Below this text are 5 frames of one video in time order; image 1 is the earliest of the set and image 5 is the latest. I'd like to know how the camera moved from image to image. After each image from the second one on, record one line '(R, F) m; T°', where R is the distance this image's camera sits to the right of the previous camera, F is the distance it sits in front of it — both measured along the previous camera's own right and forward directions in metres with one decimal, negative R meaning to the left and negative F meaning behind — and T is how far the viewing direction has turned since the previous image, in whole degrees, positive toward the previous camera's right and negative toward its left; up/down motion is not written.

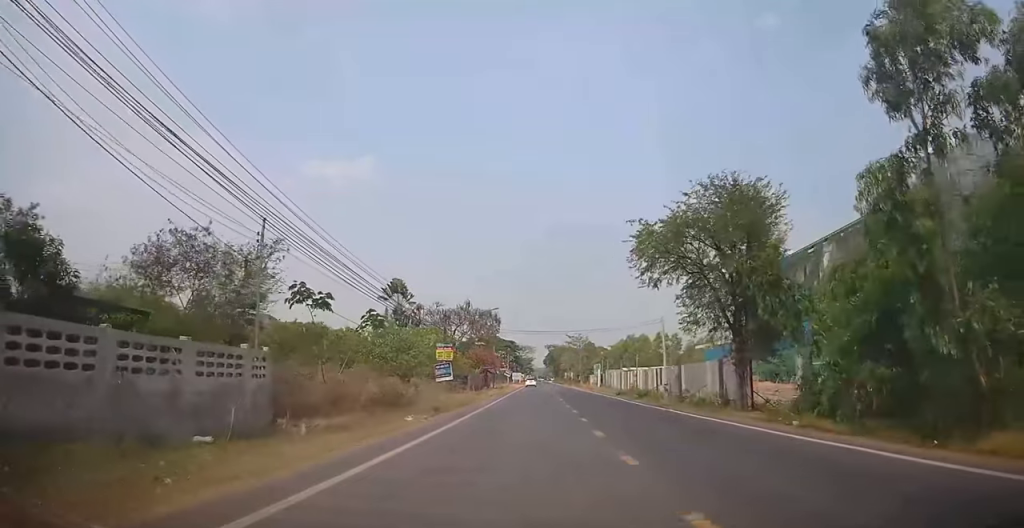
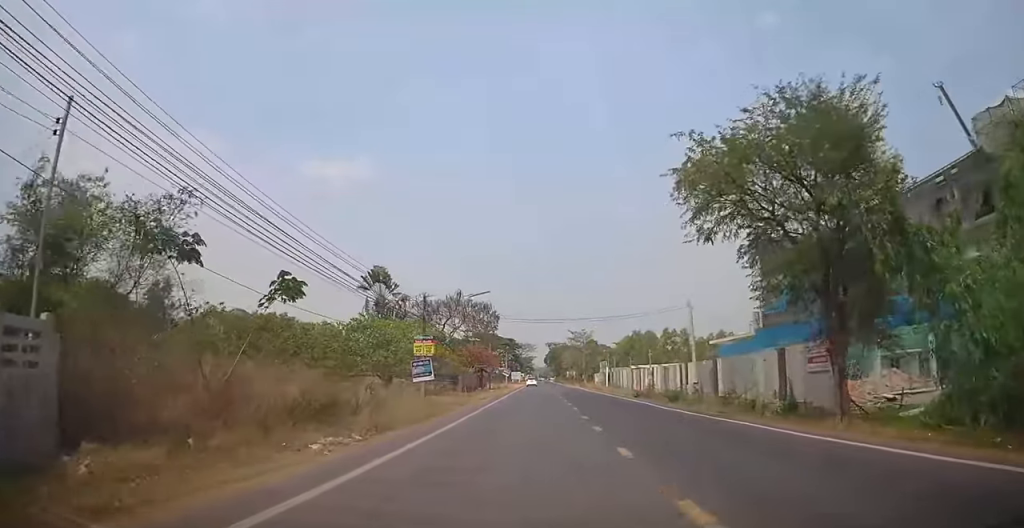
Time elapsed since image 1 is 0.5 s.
(0.0, +7.7) m; 0°
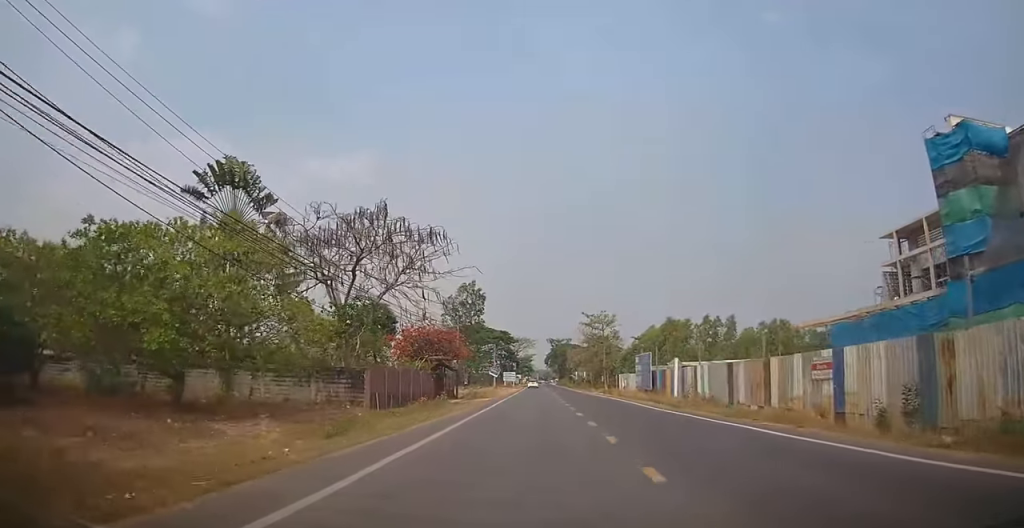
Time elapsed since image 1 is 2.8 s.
(0.0, +30.9) m; -1°
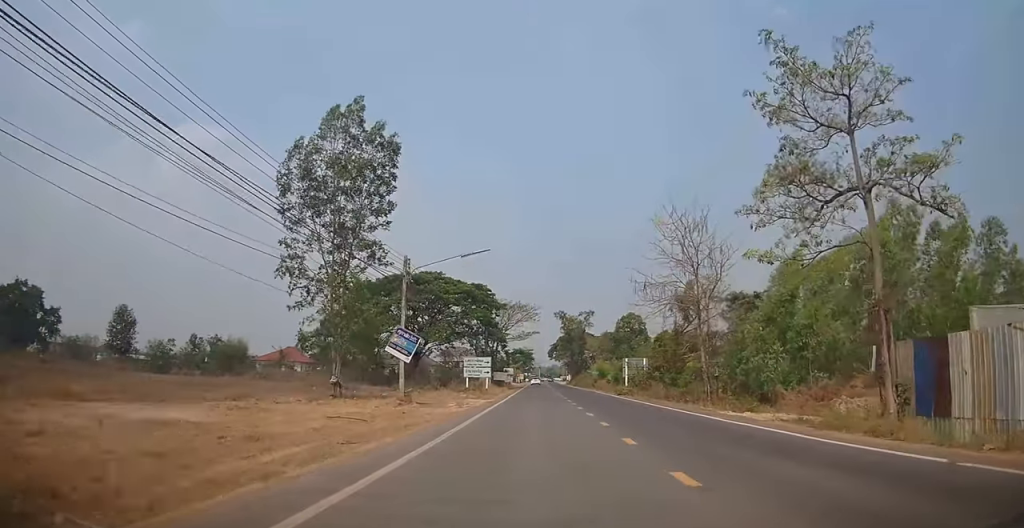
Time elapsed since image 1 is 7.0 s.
(+0.4, +58.1) m; +1°
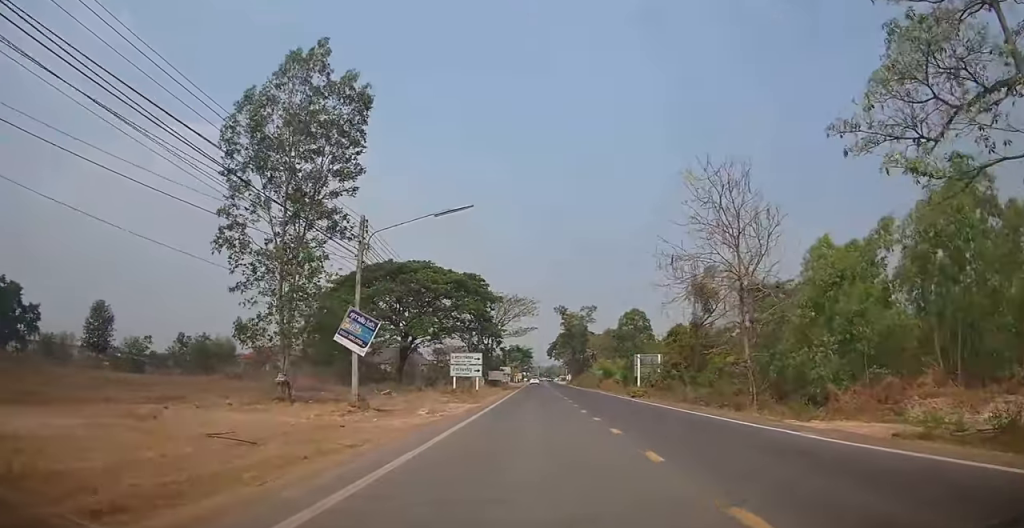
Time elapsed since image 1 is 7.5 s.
(0.0, +6.2) m; 0°
